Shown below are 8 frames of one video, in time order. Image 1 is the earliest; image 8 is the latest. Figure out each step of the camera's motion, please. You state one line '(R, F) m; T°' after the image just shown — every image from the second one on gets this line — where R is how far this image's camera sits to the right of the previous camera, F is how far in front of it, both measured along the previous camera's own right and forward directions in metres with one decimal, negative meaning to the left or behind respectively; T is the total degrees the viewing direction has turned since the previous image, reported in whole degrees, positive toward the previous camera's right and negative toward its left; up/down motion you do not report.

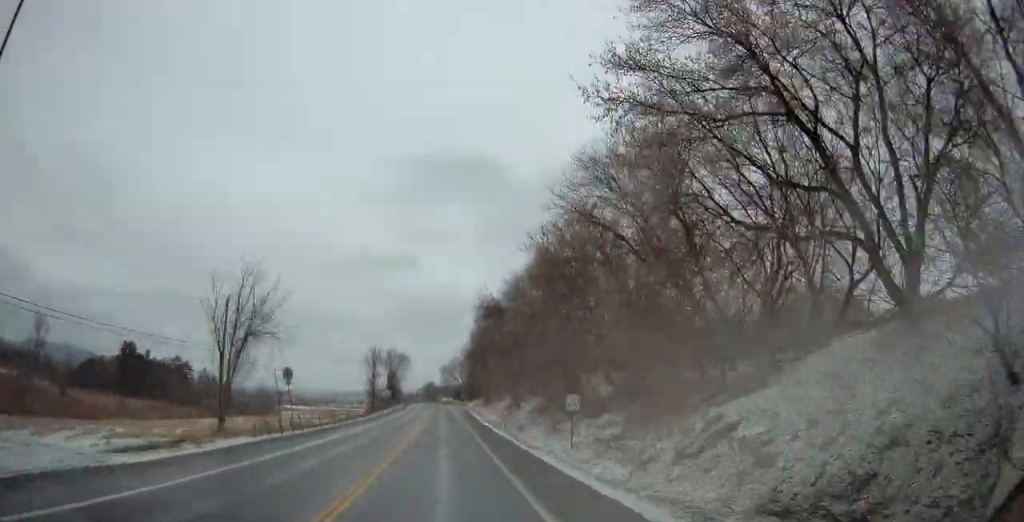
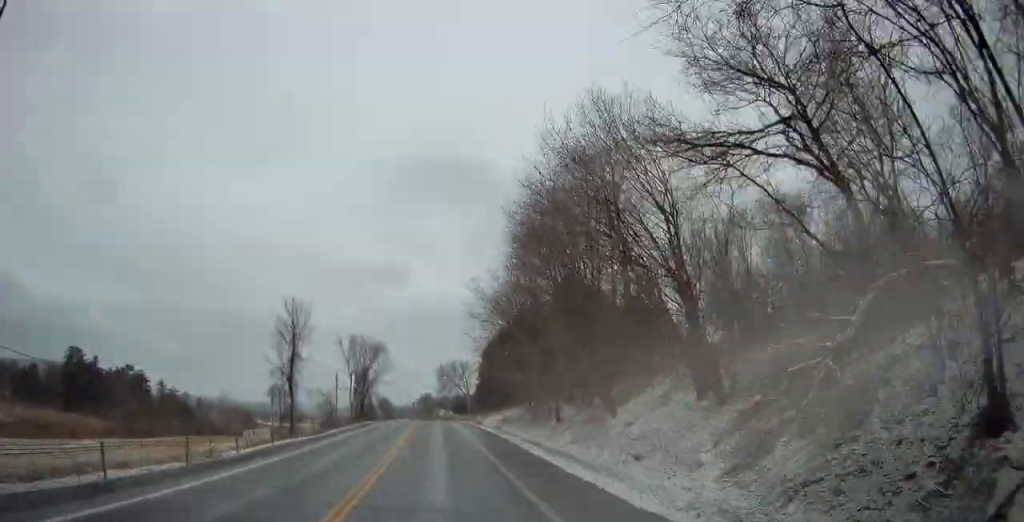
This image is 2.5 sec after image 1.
(-1.1, +54.9) m; -1°
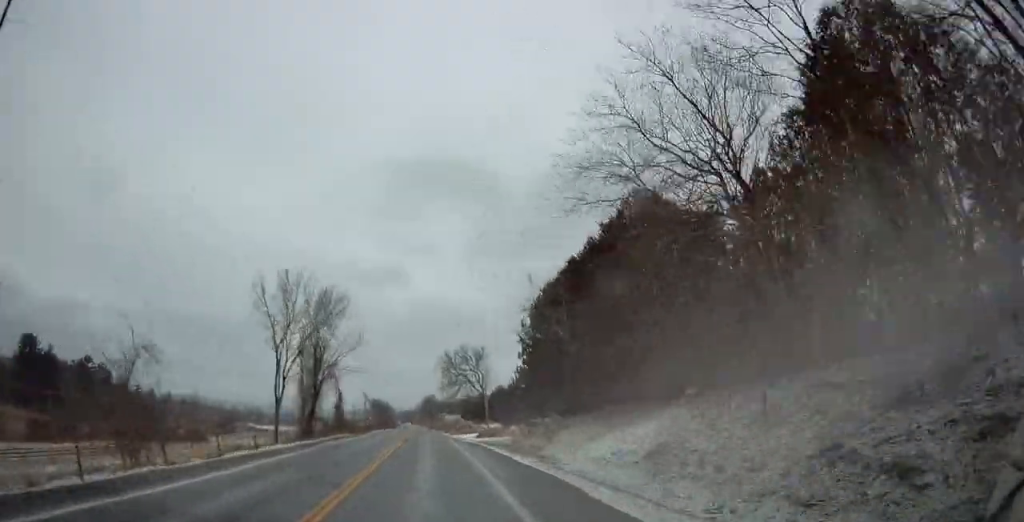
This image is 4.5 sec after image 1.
(+0.6, +44.7) m; -1°
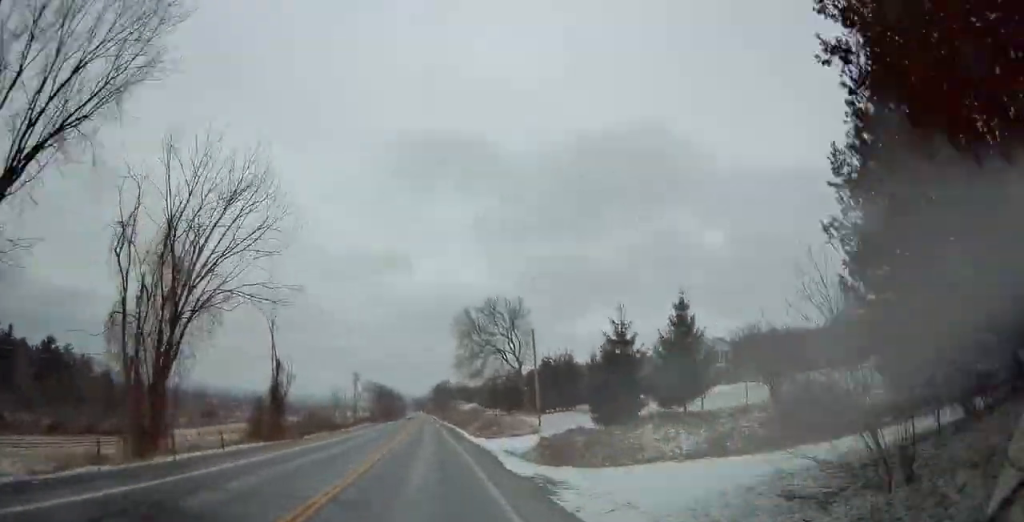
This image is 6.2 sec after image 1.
(-0.8, +38.8) m; -1°
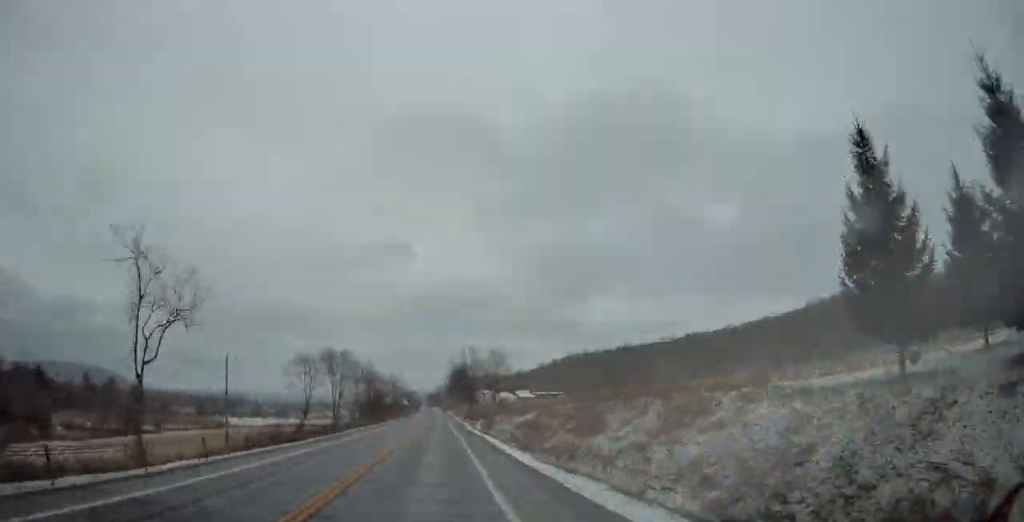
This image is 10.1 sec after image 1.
(-1.4, +90.9) m; -1°
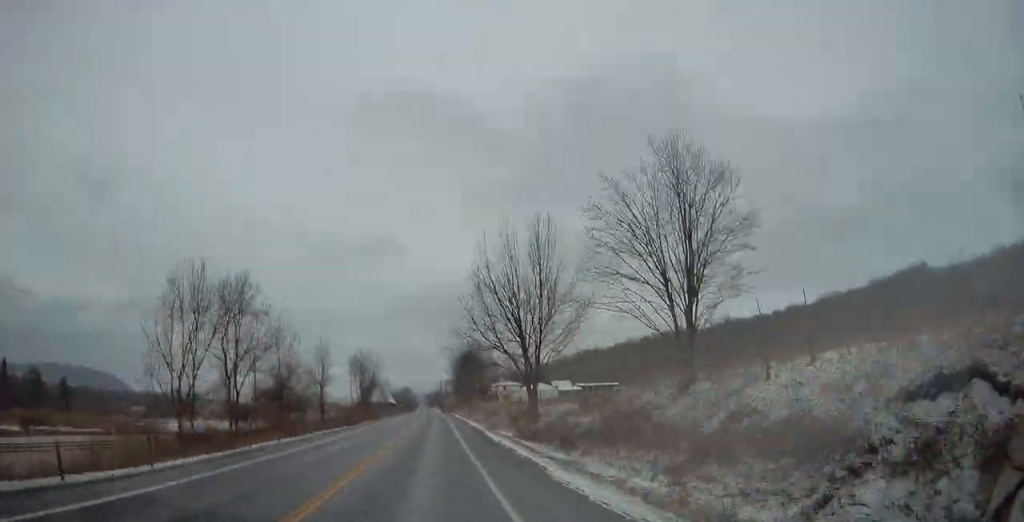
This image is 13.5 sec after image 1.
(-0.3, +82.2) m; -1°
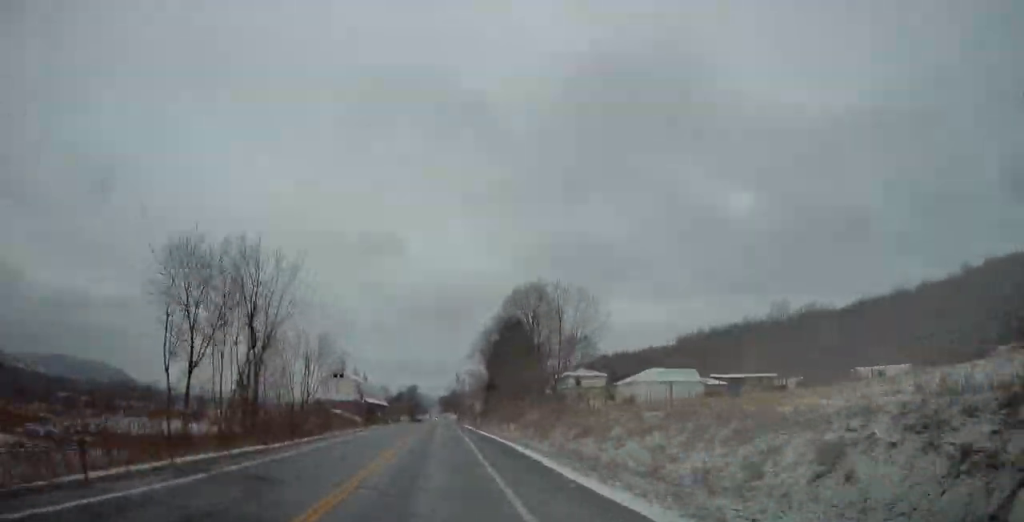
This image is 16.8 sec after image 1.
(-0.5, +82.2) m; -1°
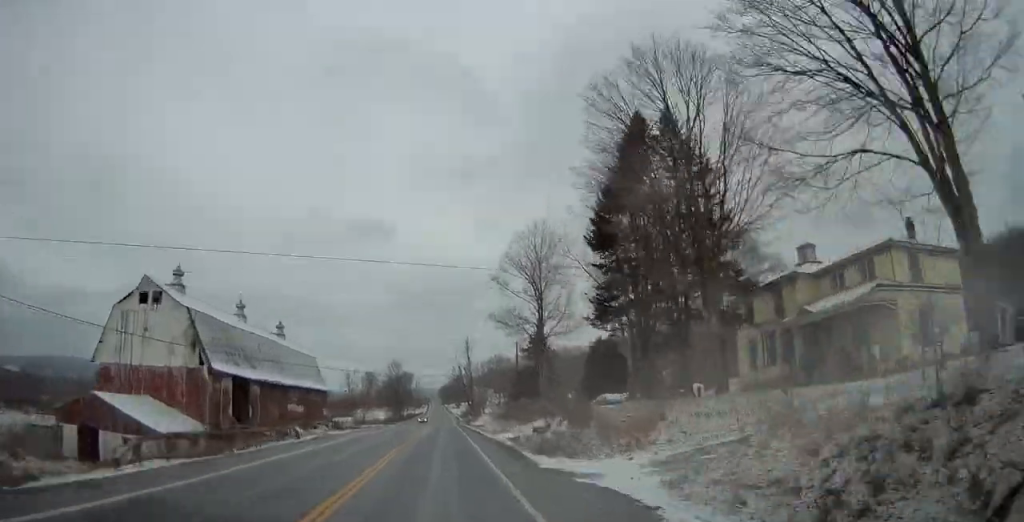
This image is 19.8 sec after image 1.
(-0.4, +76.3) m; 0°
